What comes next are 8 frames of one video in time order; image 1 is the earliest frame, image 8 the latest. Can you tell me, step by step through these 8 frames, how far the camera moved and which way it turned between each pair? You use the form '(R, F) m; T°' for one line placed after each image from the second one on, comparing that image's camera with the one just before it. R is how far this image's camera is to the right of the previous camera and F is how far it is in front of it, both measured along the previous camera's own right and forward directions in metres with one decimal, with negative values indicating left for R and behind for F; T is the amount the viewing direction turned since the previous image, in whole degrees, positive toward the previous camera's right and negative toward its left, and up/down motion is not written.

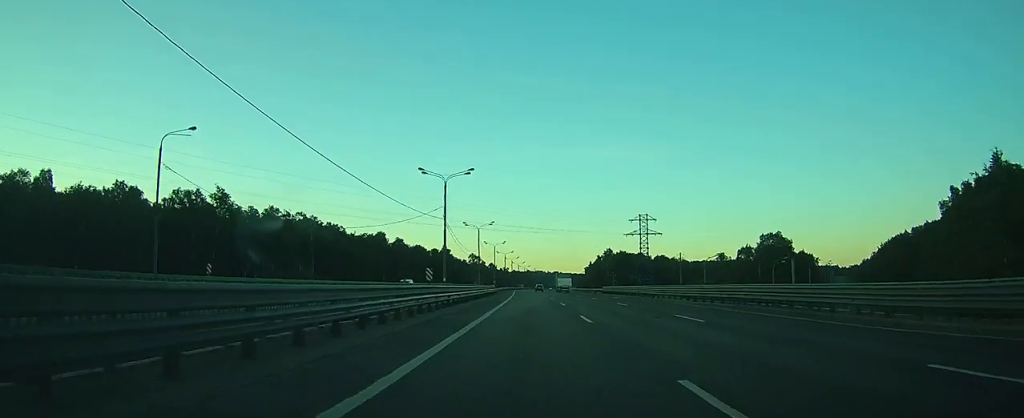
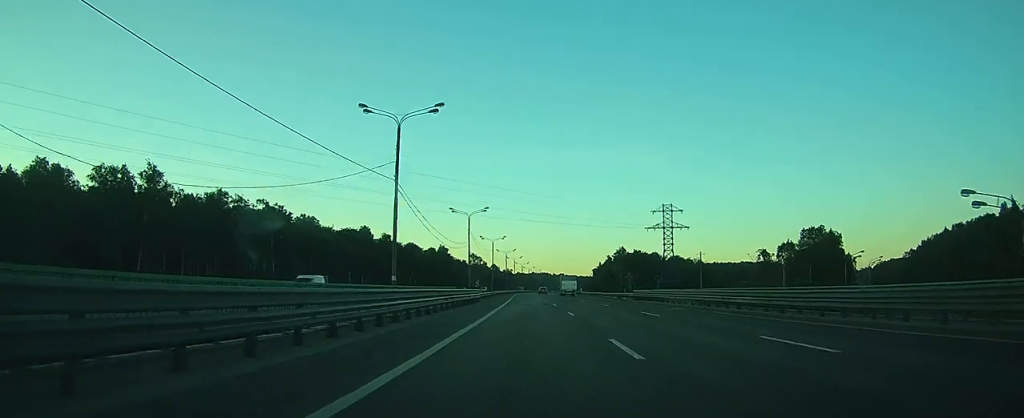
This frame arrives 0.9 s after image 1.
(-0.2, +25.5) m; -1°
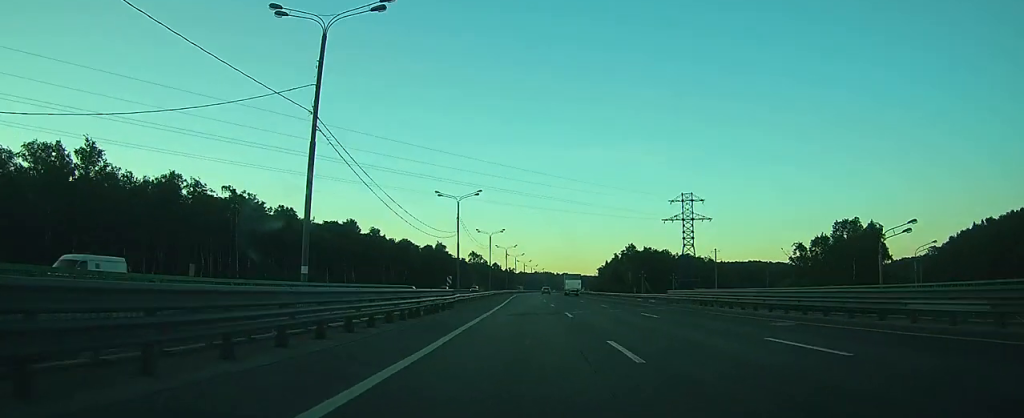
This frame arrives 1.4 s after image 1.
(0.0, +16.6) m; -1°
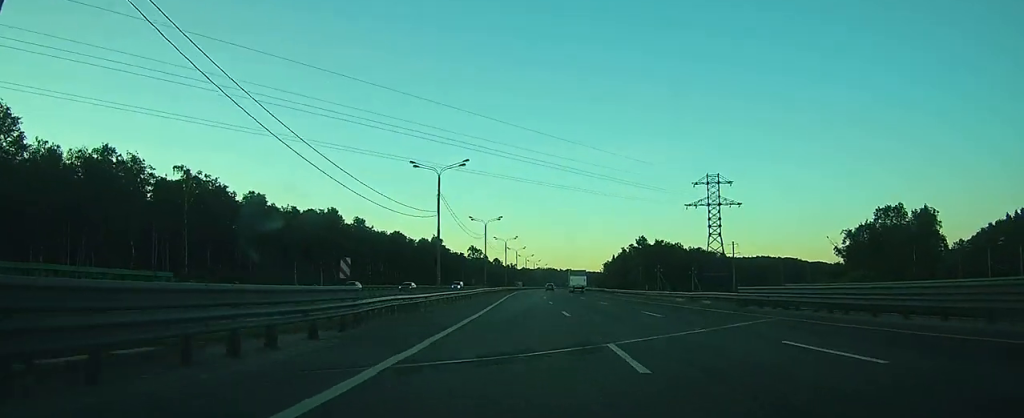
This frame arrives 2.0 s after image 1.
(-0.2, +17.6) m; 0°
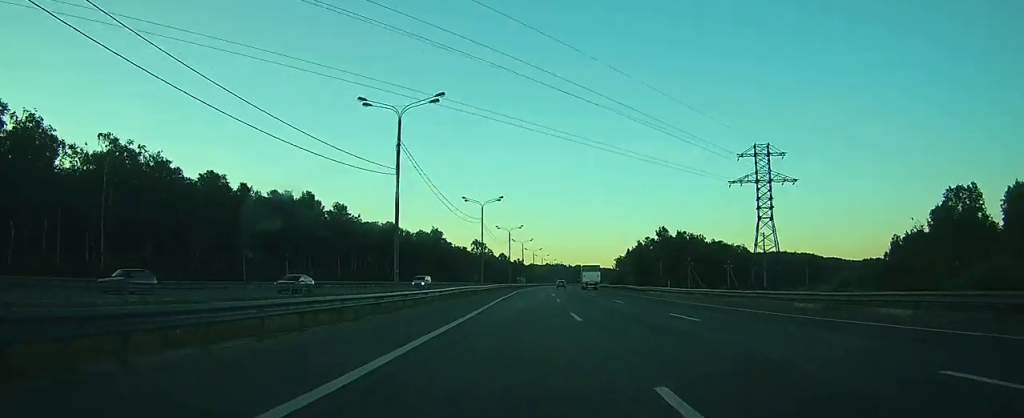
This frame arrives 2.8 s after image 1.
(-0.1, +21.5) m; -1°
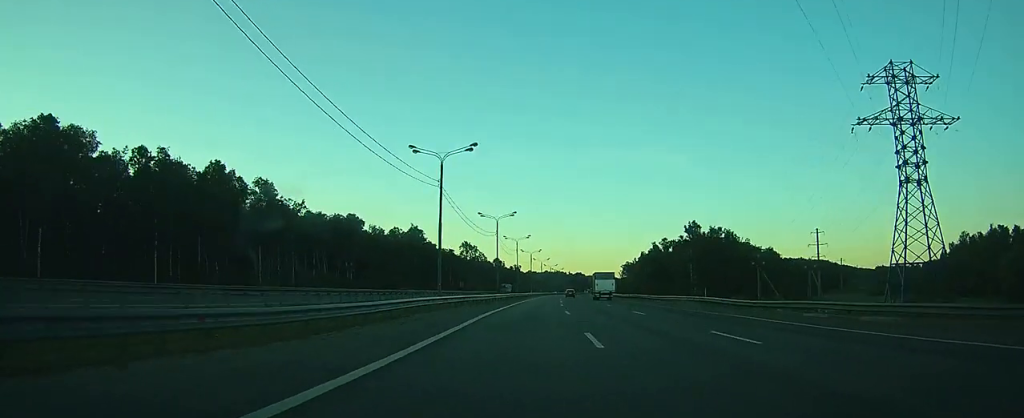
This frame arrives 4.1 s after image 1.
(-0.3, +37.9) m; -1°
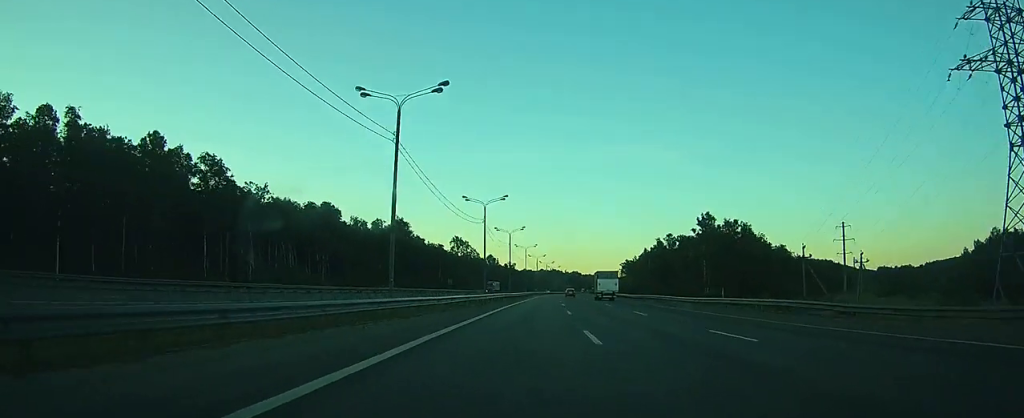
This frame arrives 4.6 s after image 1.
(-0.1, +15.6) m; 0°
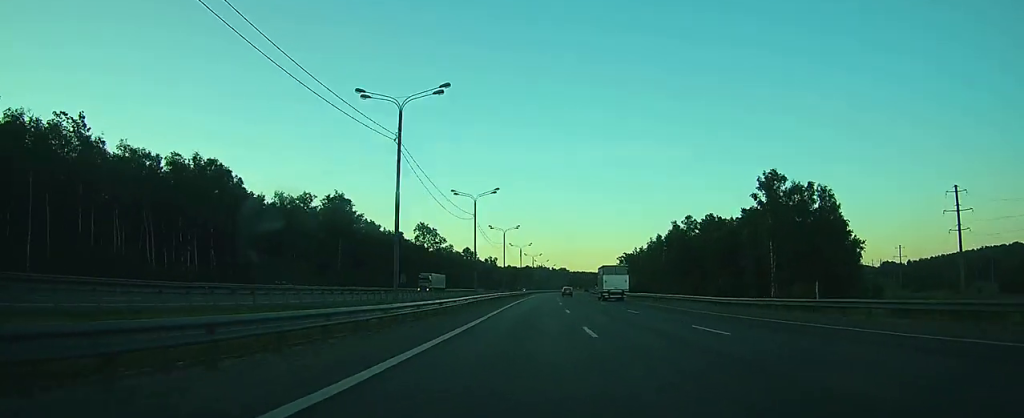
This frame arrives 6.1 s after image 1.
(+0.2, +44.7) m; +1°
